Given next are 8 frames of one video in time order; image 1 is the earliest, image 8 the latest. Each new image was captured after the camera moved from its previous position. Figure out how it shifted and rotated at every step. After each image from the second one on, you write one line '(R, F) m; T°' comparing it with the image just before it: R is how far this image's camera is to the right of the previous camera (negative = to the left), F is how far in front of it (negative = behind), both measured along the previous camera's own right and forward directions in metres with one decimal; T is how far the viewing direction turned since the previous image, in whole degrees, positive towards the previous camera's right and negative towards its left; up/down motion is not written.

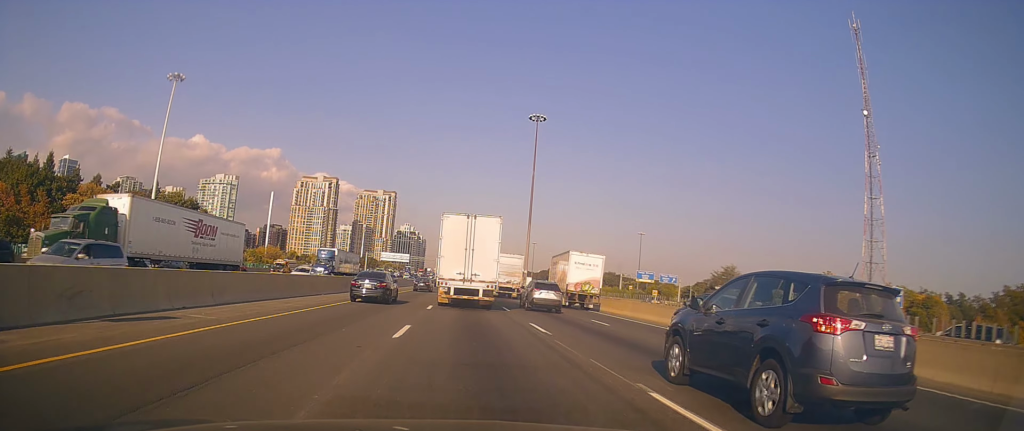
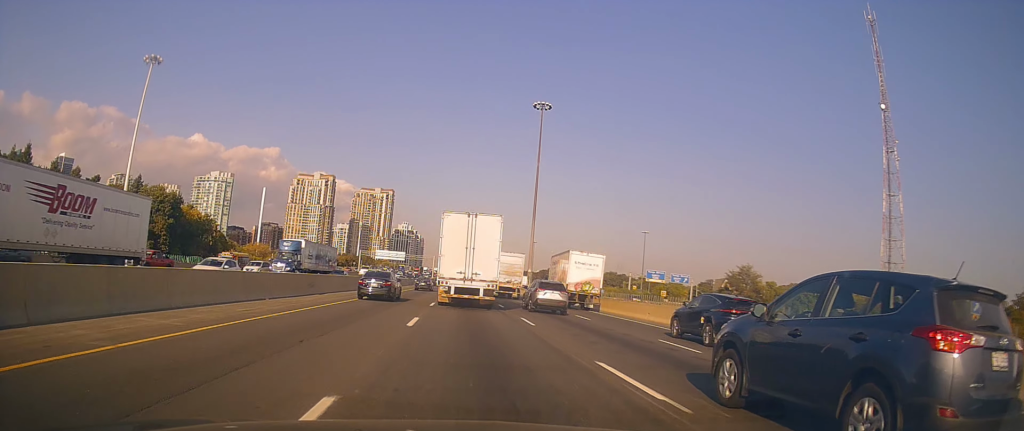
(+0.2, +9.1) m; 0°
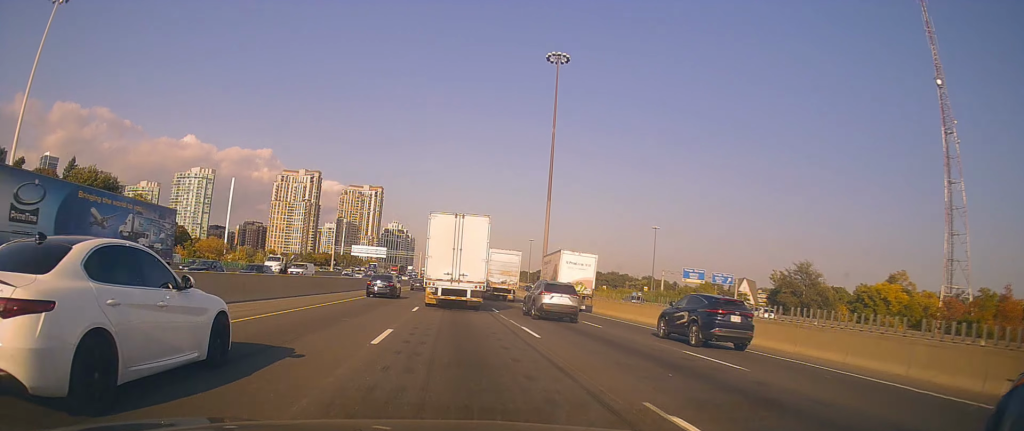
(0.0, +28.2) m; +2°
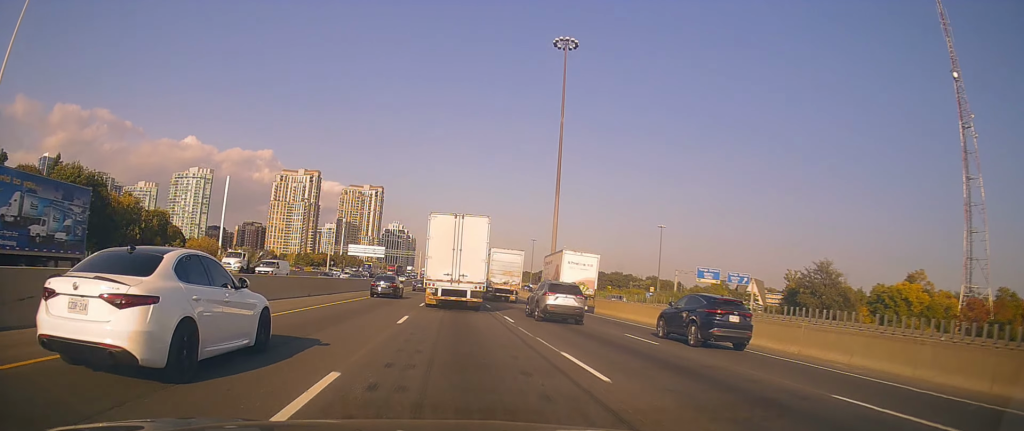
(0.0, +6.4) m; 0°
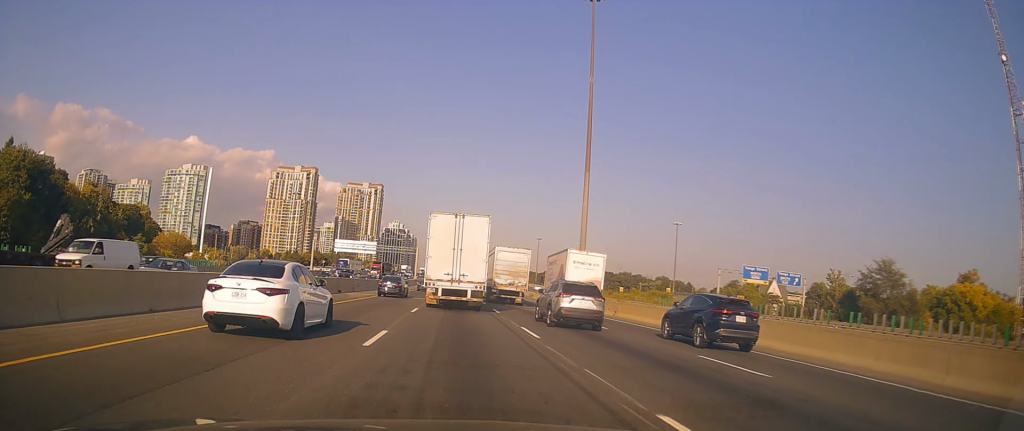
(0.0, +17.7) m; -1°
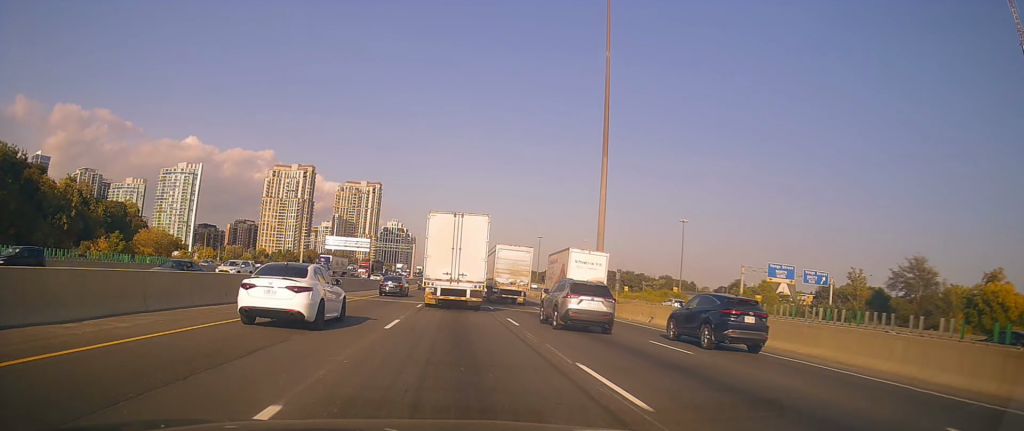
(-0.1, +8.1) m; -1°
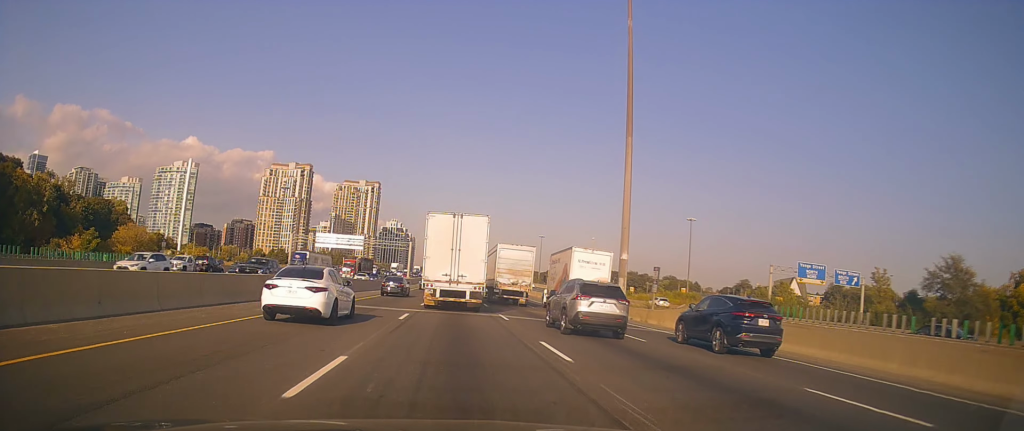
(-0.2, +8.2) m; 0°
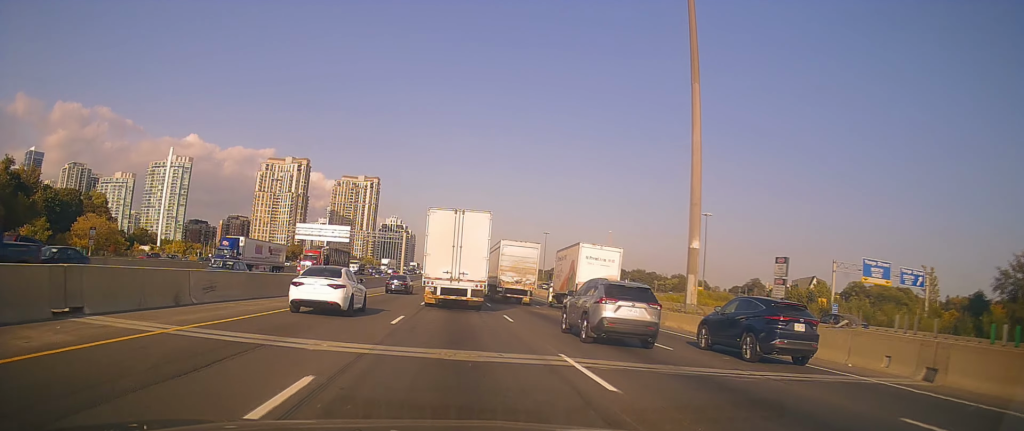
(+0.2, +14.2) m; +1°
